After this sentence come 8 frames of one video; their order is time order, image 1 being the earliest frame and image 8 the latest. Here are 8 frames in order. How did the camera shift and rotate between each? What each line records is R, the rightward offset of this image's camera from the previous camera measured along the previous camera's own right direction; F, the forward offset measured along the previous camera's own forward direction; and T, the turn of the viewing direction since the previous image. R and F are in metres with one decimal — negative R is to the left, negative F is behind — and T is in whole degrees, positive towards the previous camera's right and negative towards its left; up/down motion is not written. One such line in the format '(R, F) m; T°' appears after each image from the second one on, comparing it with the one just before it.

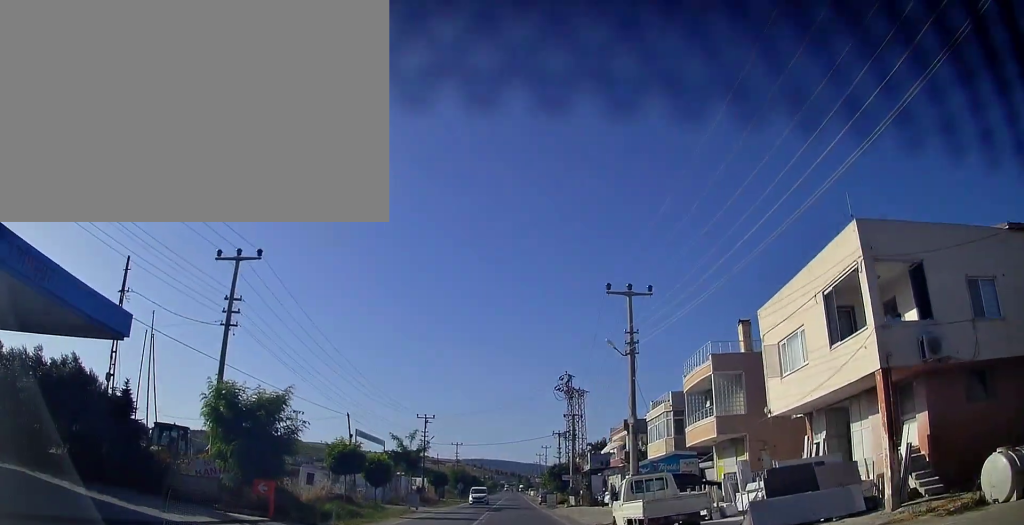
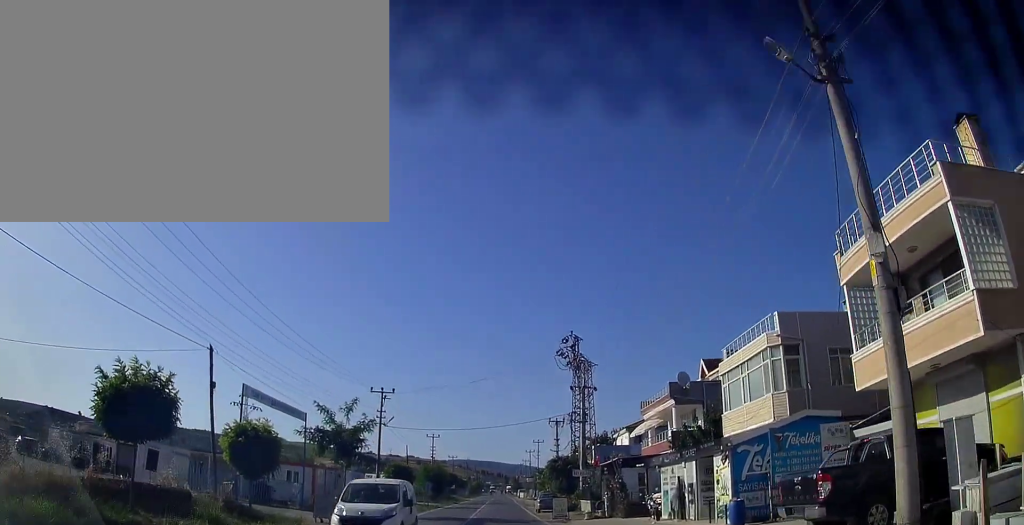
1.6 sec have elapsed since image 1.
(+0.3, +17.9) m; +1°
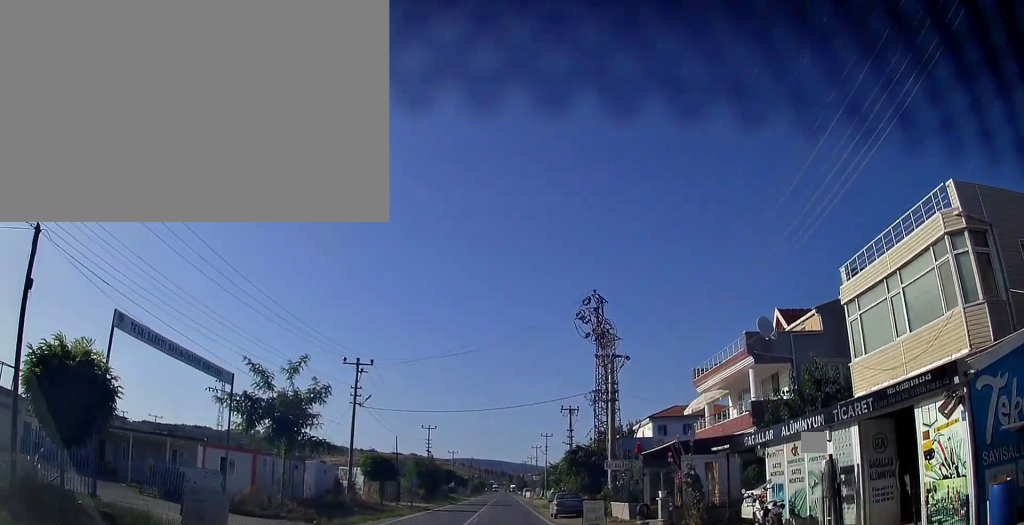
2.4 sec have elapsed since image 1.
(0.0, +10.4) m; 0°
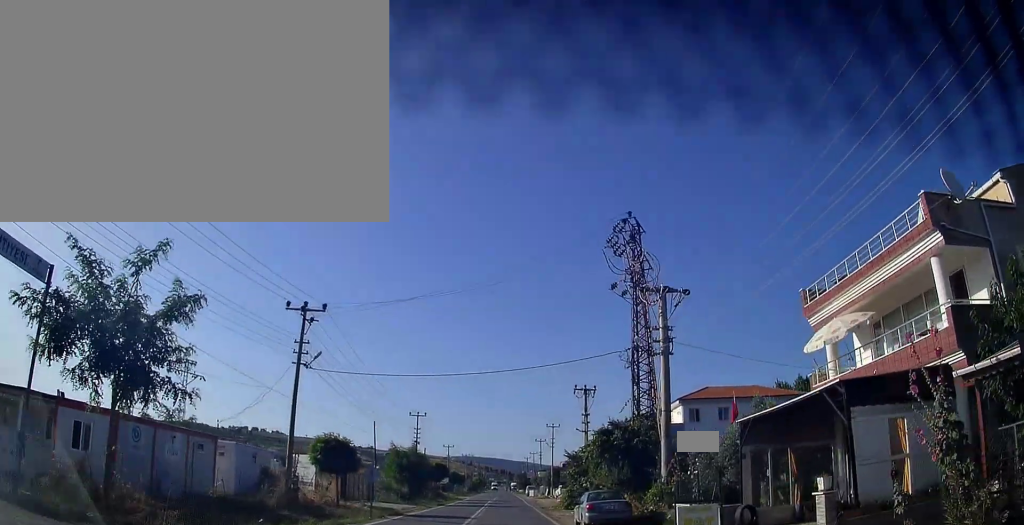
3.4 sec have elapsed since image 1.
(0.0, +12.1) m; 0°
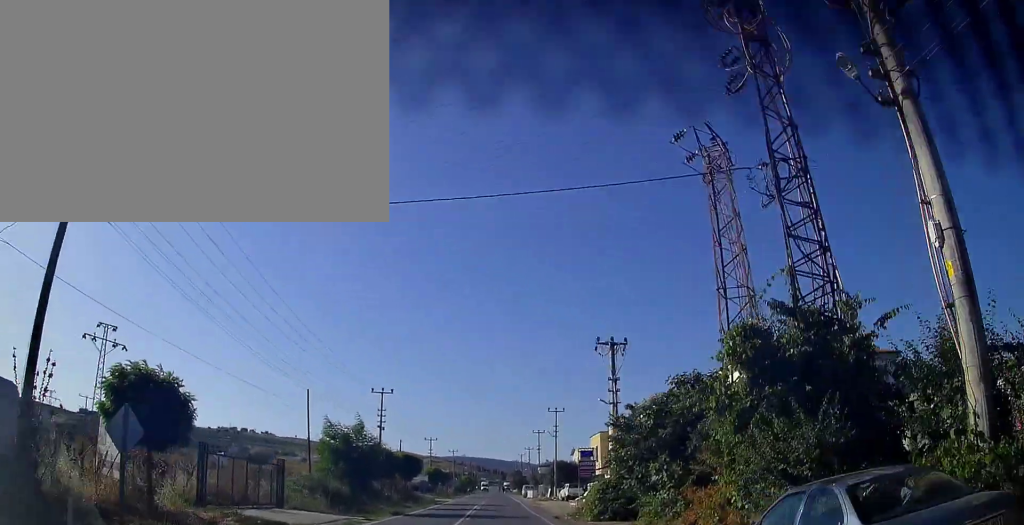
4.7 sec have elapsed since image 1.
(+0.1, +16.8) m; 0°
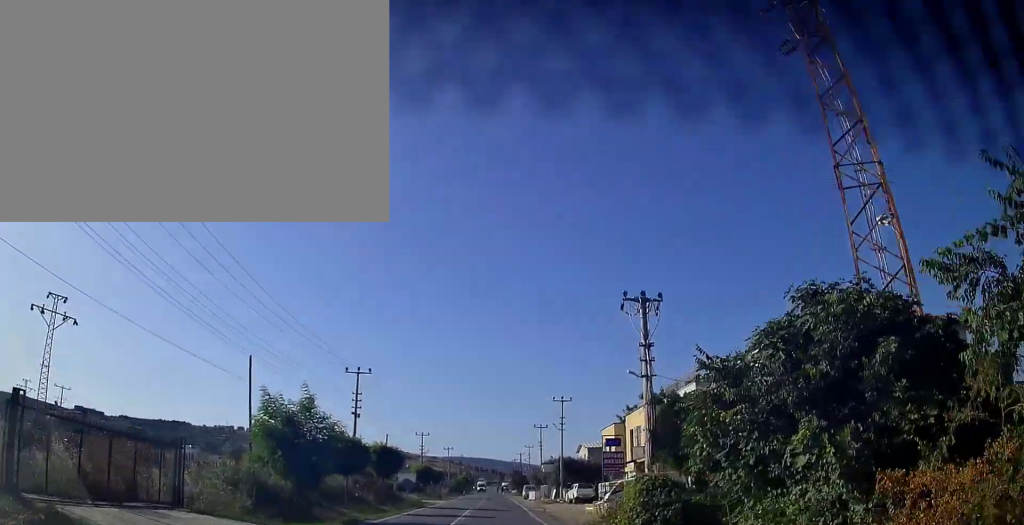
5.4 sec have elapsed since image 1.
(0.0, +9.6) m; +1°
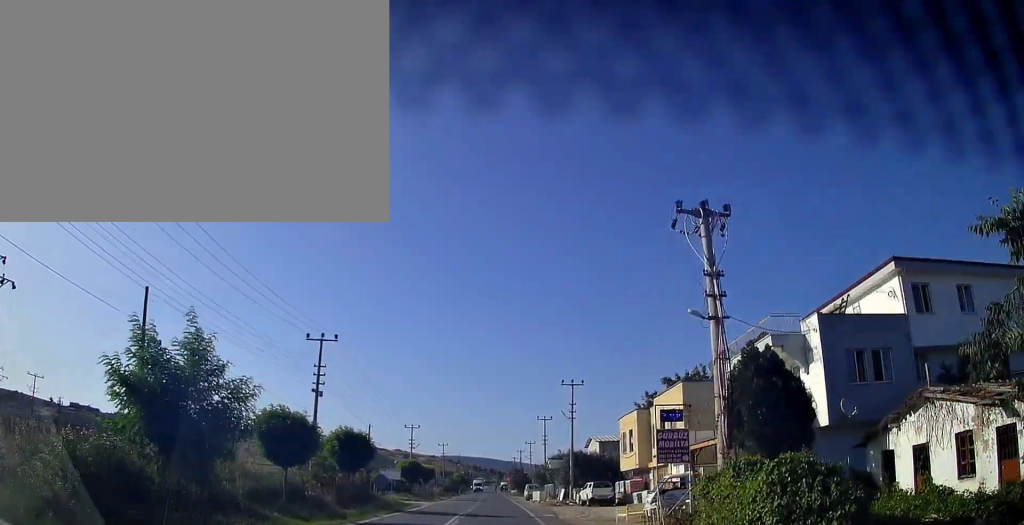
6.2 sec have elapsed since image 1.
(0.0, +9.9) m; +1°
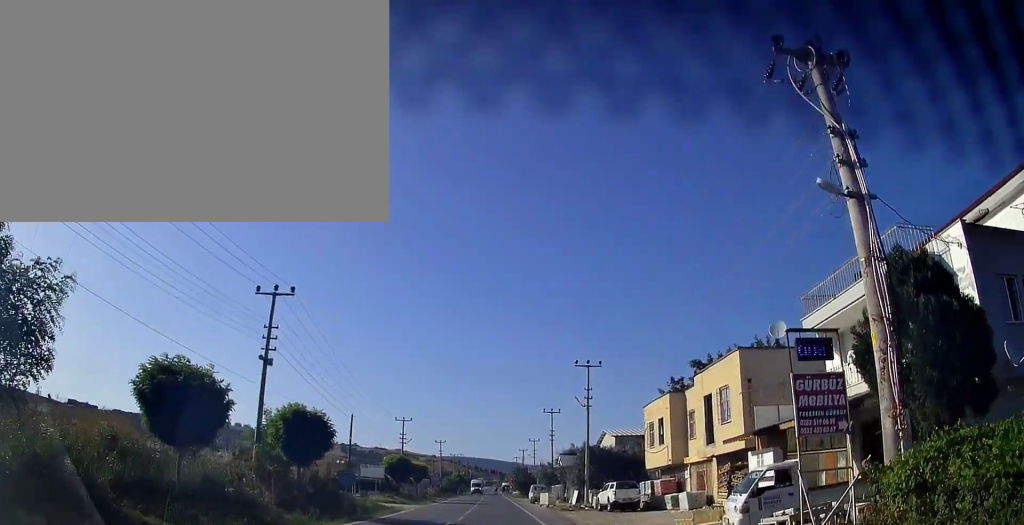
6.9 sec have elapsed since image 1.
(+0.1, +8.9) m; 0°
